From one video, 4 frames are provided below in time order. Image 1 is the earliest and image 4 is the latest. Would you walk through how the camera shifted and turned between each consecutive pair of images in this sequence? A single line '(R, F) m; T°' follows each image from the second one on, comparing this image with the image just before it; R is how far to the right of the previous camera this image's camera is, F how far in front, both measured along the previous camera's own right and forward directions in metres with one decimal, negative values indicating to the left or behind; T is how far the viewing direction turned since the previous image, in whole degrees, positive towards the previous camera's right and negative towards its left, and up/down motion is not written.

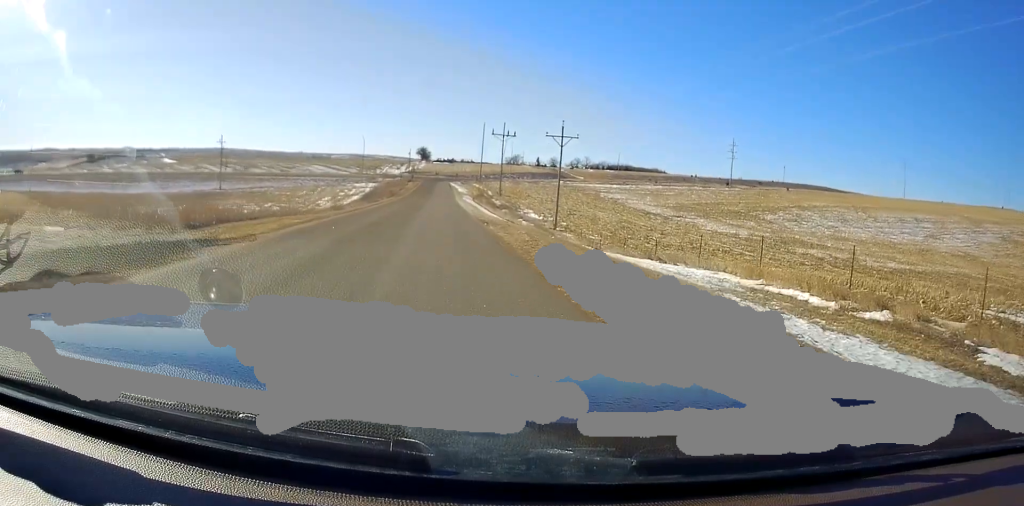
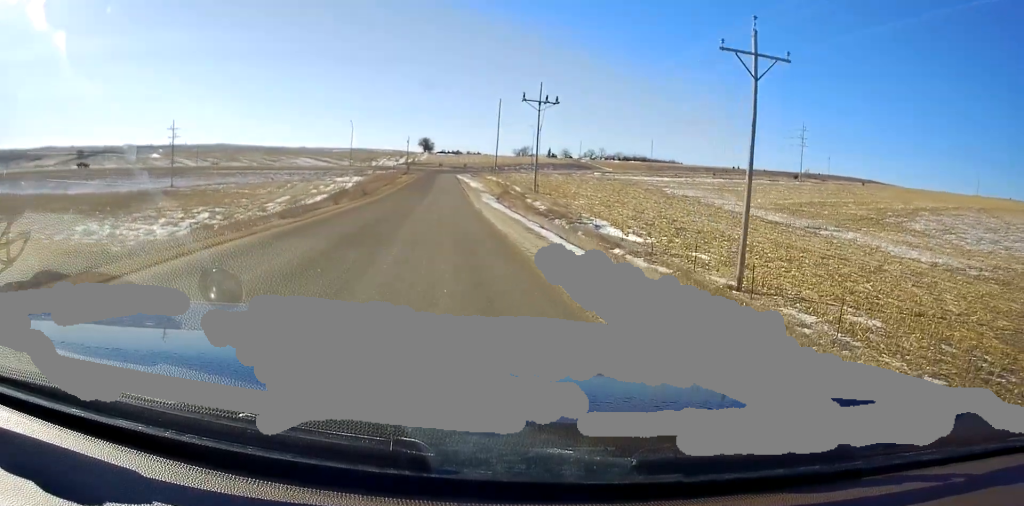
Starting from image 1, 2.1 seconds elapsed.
(0.0, +35.1) m; 0°
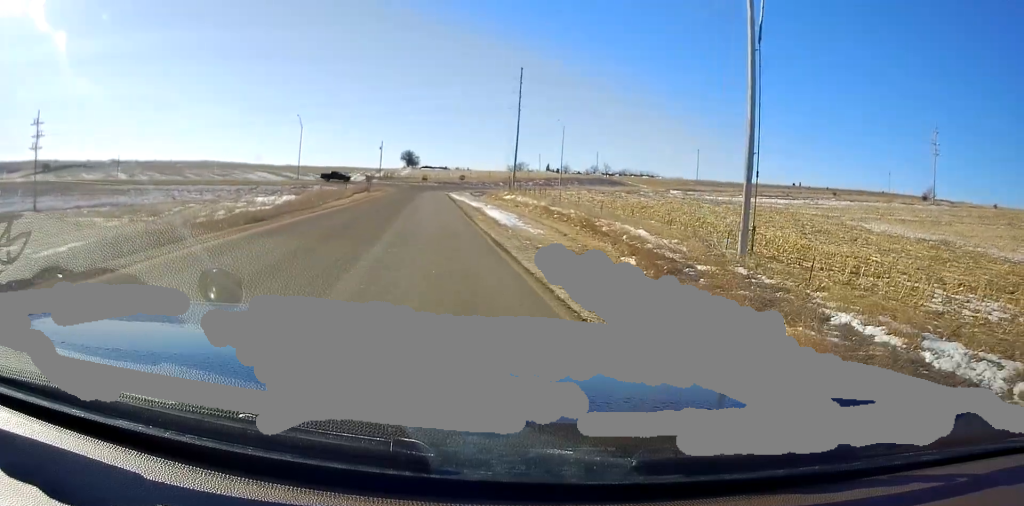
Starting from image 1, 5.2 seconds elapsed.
(+0.8, +50.1) m; +1°
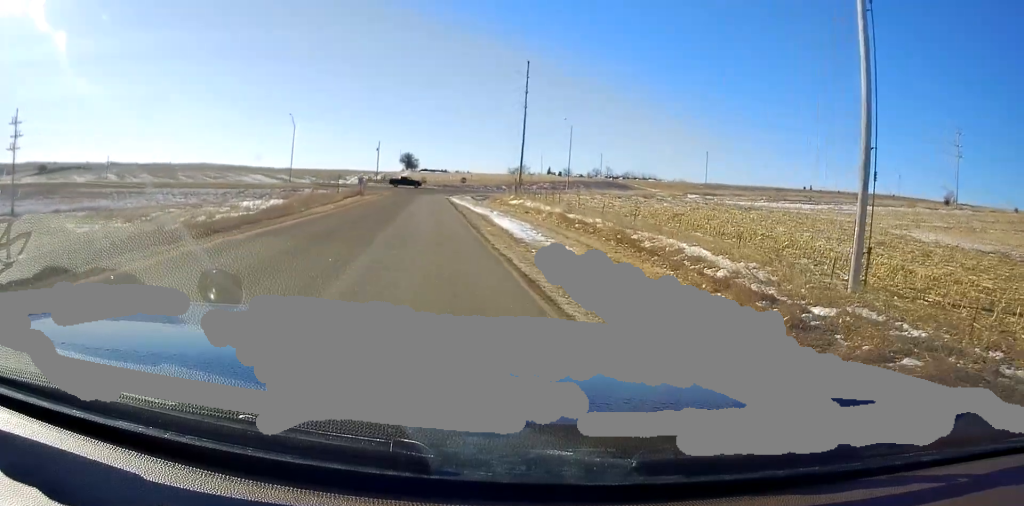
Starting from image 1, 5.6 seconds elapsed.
(-0.1, +6.2) m; -1°
